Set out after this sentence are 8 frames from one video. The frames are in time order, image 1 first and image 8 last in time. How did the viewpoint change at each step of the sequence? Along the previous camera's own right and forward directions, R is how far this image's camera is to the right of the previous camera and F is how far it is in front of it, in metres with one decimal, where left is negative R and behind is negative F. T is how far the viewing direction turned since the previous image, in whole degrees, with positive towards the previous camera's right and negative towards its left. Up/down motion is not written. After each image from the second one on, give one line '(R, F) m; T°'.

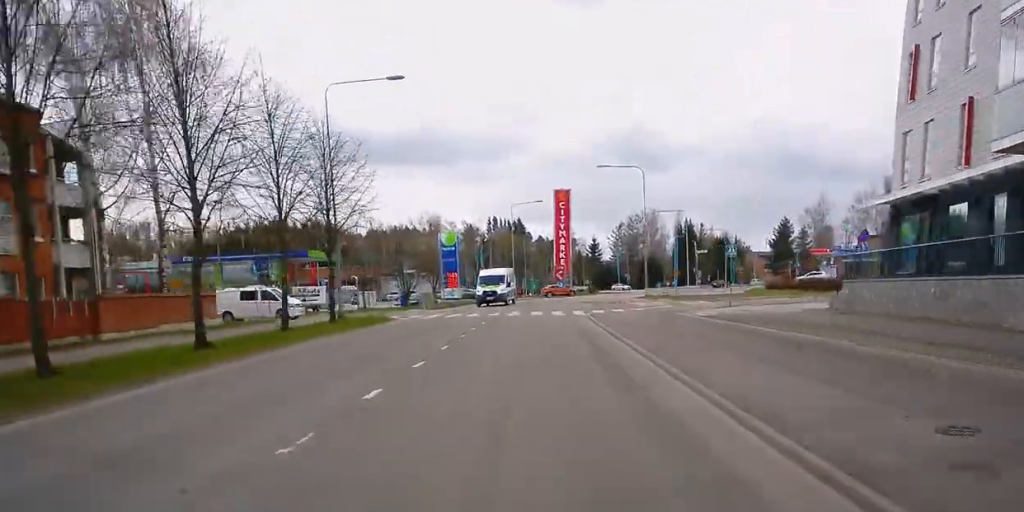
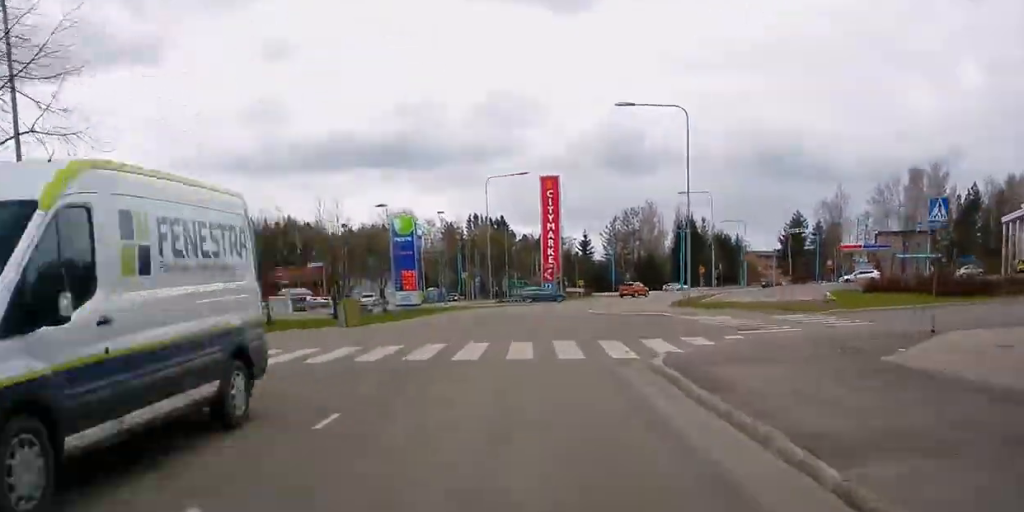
(+0.4, +18.1) m; +8°
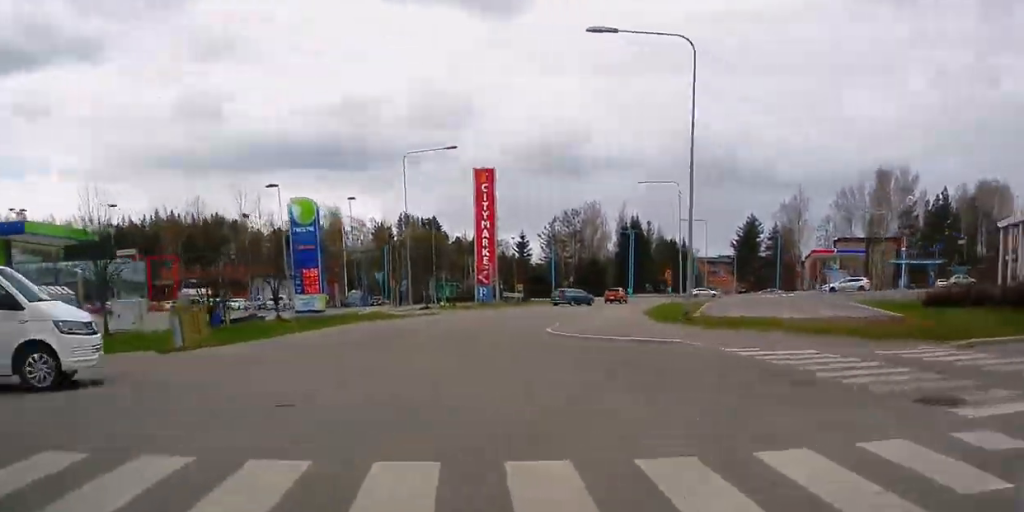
(+1.0, +10.6) m; +25°
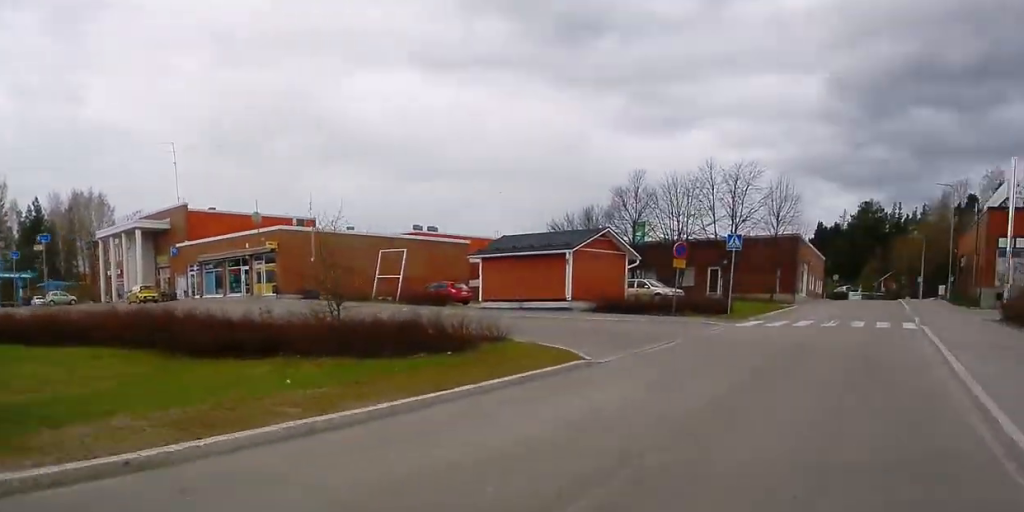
(+6.8, +11.0) m; +53°
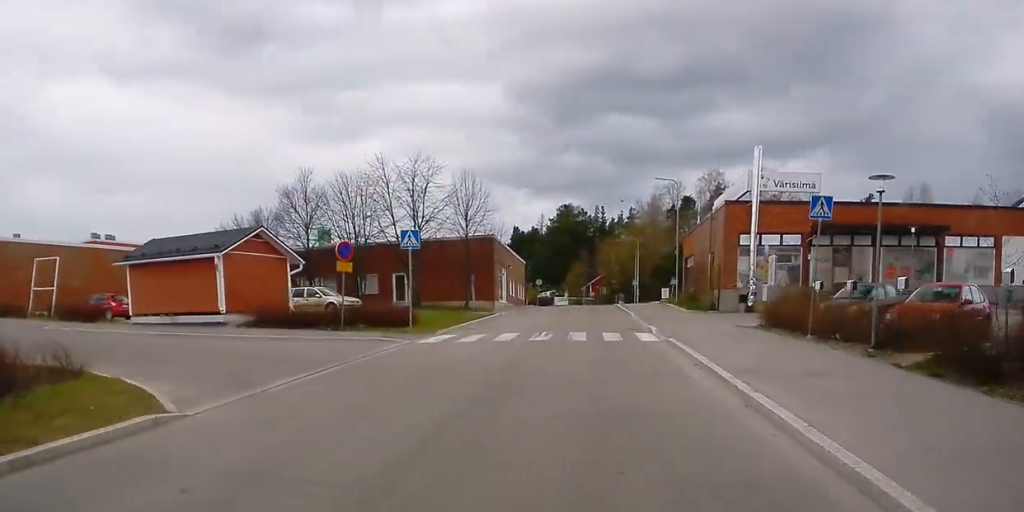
(+0.6, +6.0) m; +5°
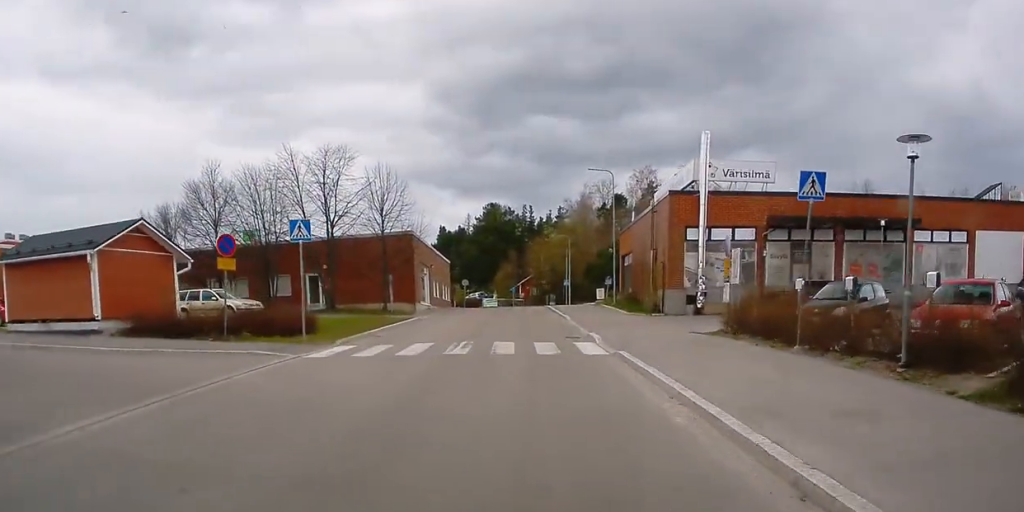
(+0.1, +4.4) m; +1°
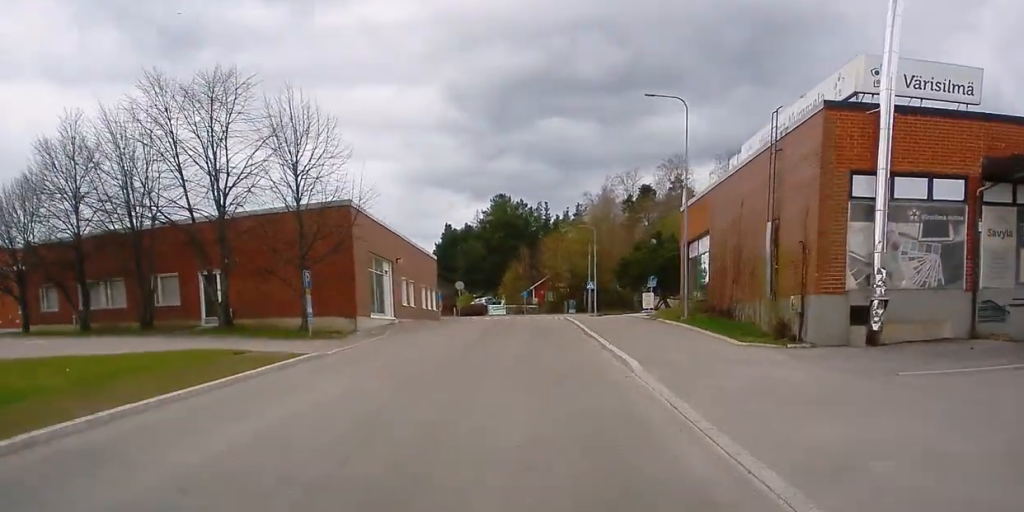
(-0.6, +21.0) m; -2°
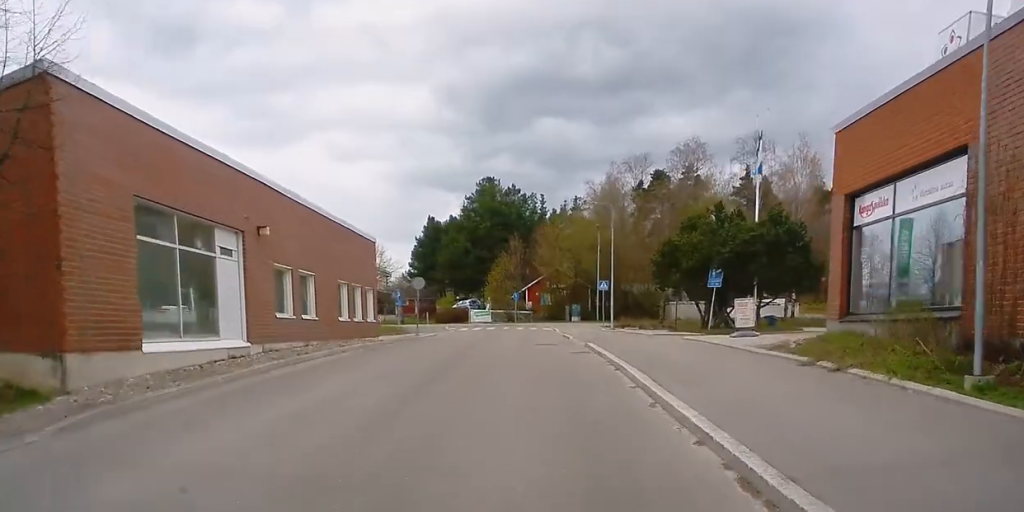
(+0.4, +20.3) m; +4°
